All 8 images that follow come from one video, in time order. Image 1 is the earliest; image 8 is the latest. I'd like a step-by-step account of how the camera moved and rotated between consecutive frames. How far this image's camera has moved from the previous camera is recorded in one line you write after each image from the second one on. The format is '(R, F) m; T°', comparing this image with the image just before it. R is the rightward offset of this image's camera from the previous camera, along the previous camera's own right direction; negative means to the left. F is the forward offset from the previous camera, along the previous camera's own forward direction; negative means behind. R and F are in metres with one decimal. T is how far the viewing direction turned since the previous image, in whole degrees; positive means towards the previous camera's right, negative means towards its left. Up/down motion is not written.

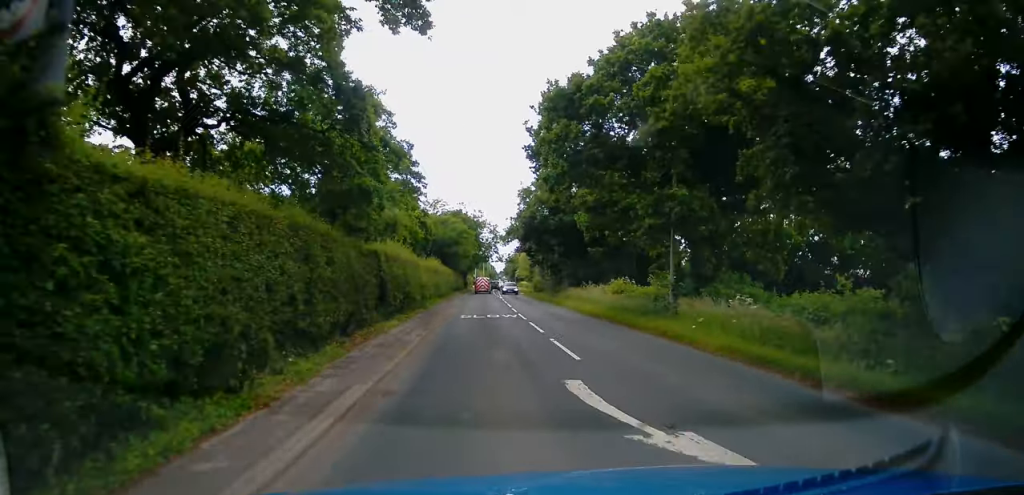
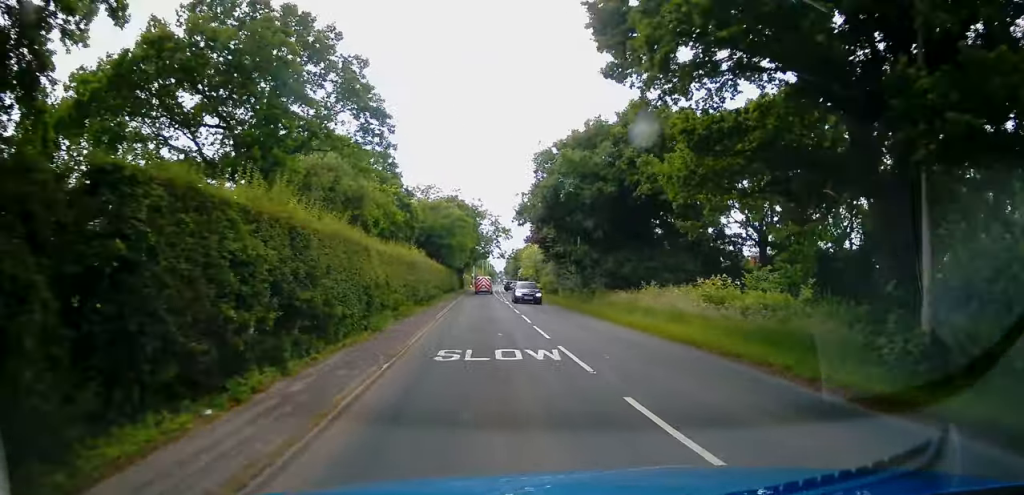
(0.0, +13.8) m; 0°
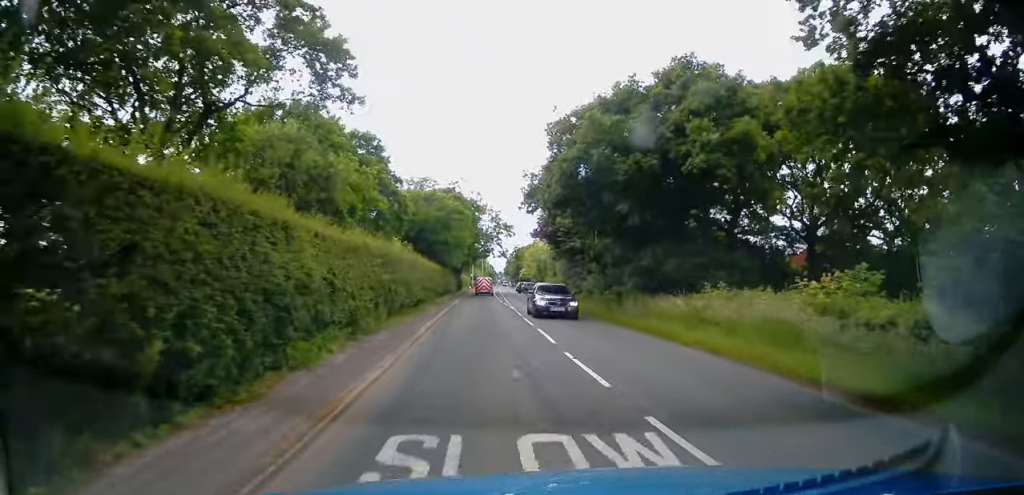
(0.0, +7.2) m; 0°
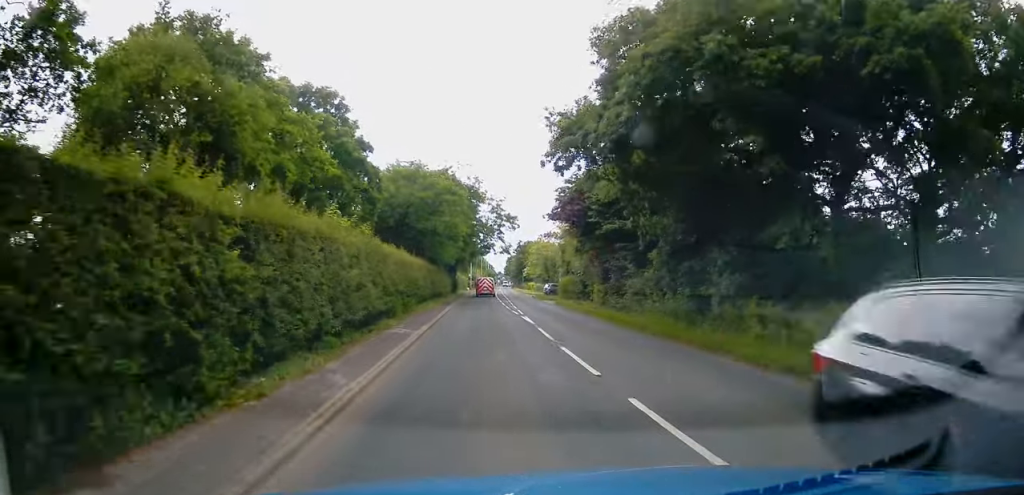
(0.0, +11.2) m; 0°
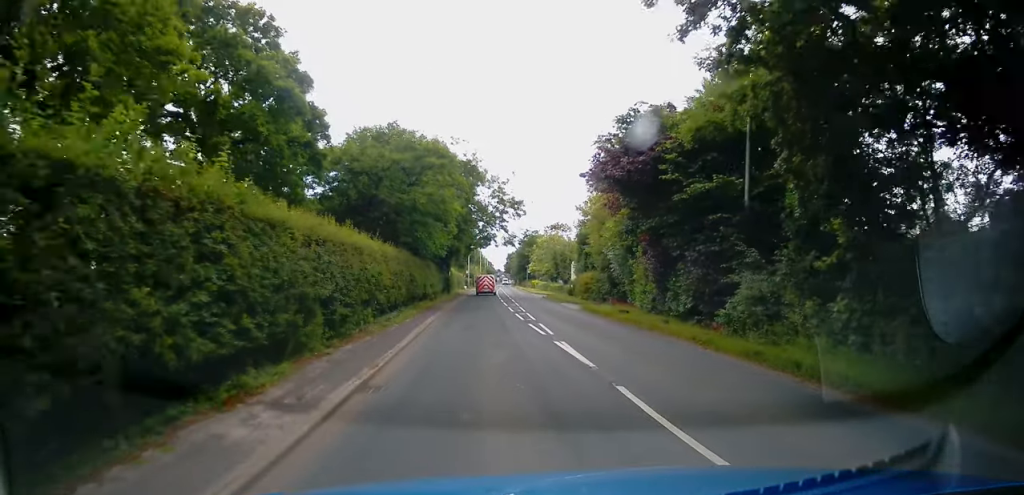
(0.0, +11.0) m; 0°
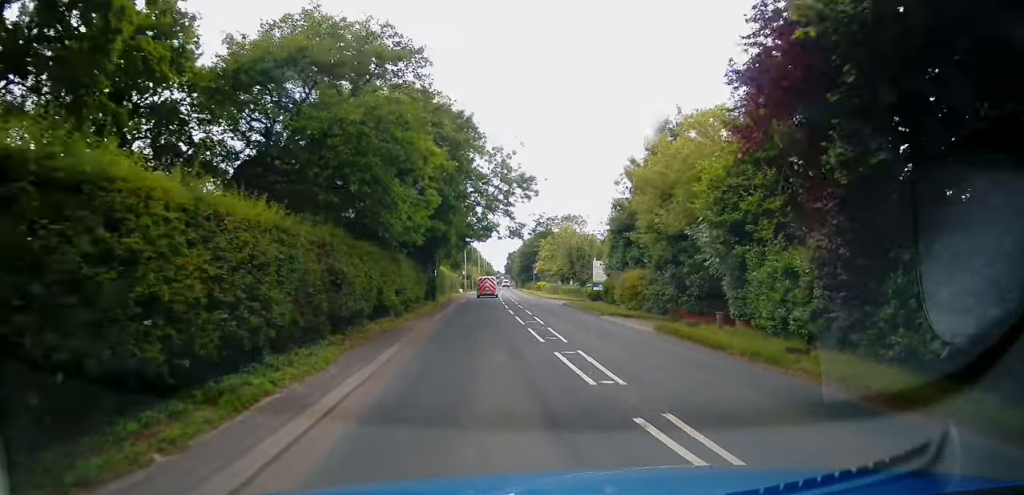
(0.0, +13.6) m; 0°
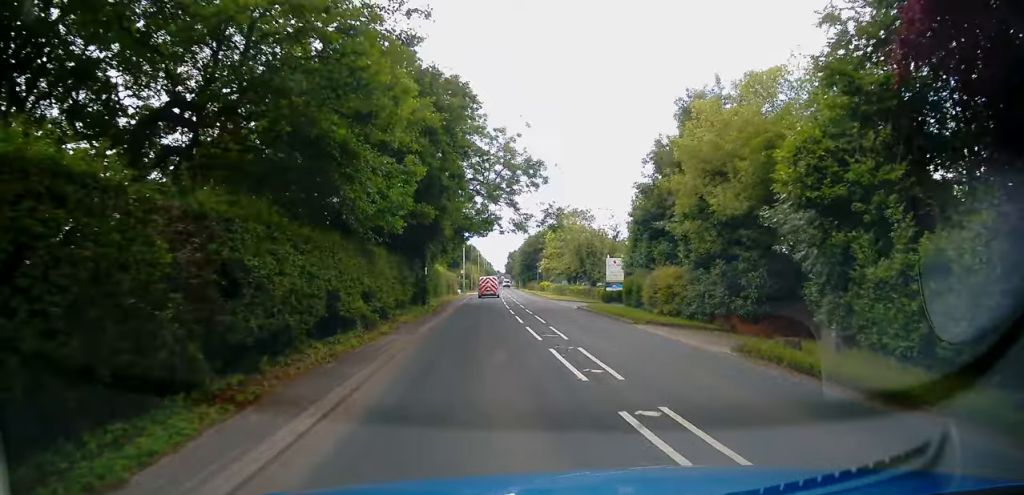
(0.0, +5.9) m; 0°
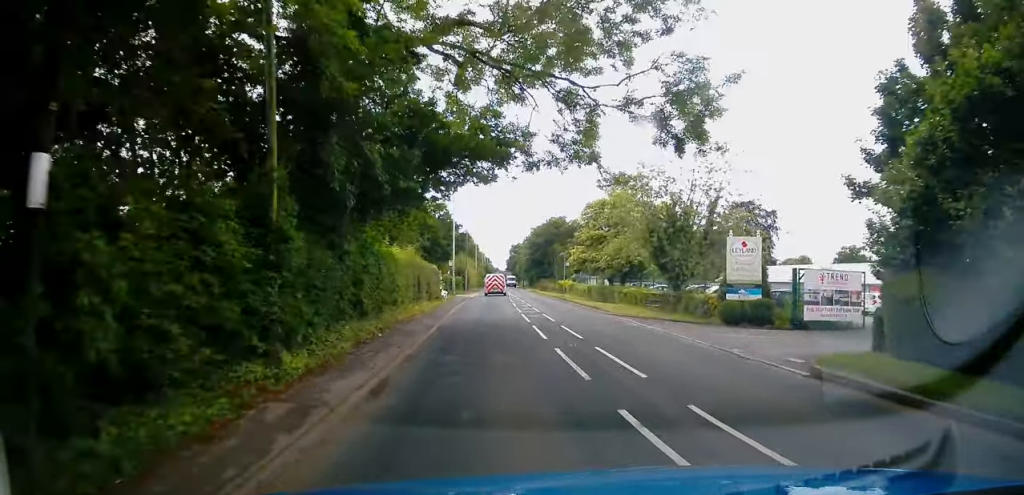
(0.0, +24.3) m; +1°
